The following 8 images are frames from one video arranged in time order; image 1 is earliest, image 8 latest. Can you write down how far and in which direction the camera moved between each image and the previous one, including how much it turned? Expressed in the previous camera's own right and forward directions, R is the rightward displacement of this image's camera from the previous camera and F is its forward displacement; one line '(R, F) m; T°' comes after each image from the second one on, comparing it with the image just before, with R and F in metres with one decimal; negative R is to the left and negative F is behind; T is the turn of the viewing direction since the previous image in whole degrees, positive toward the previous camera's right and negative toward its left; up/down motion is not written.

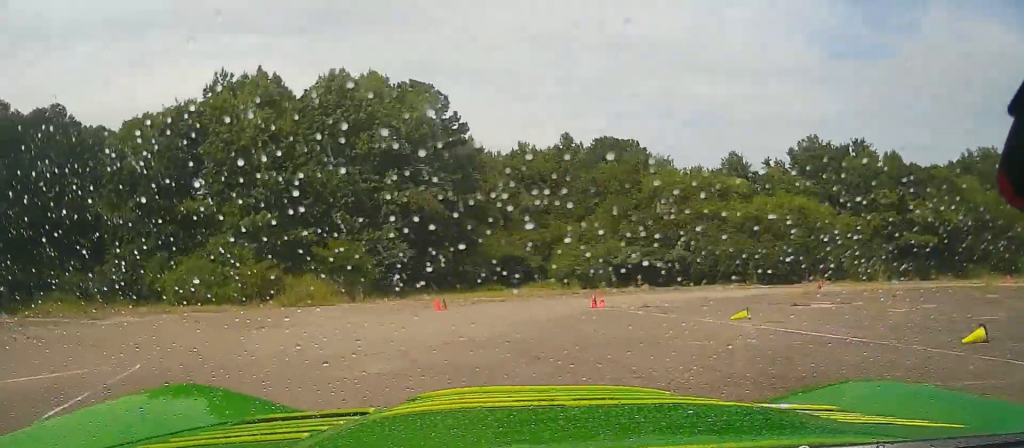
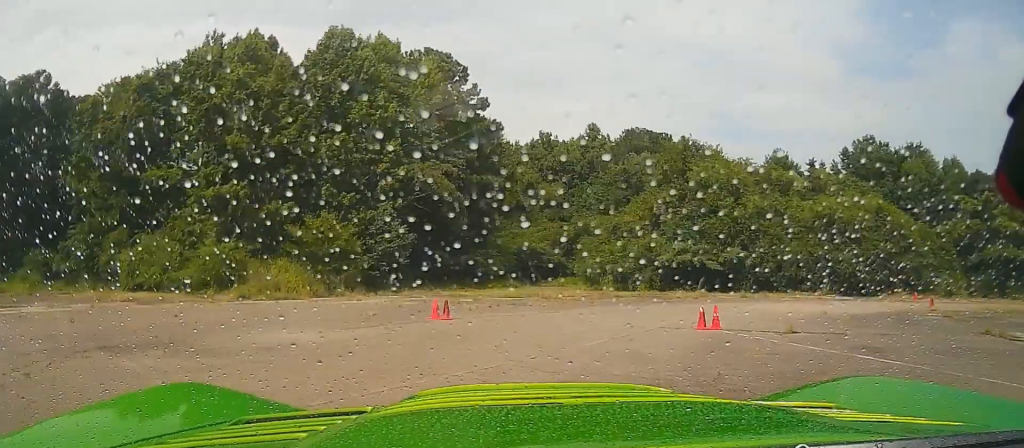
(-0.4, +9.5) m; +7°
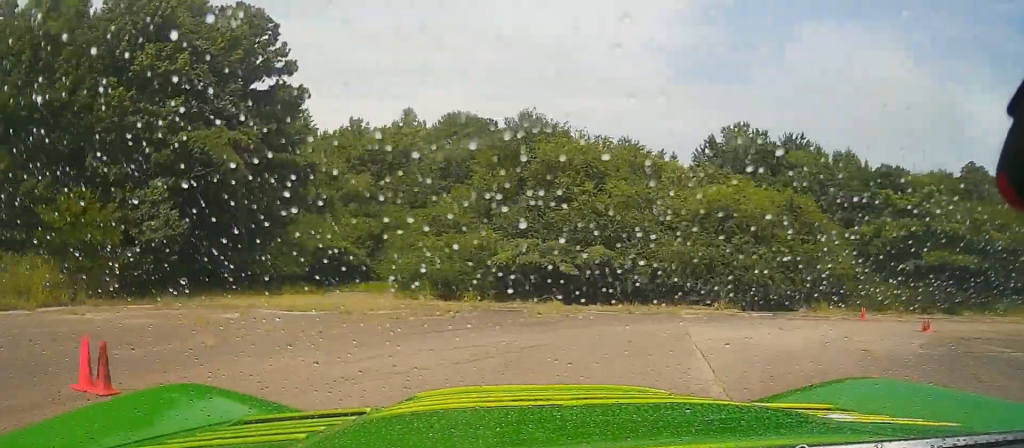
(+0.8, +10.7) m; +20°
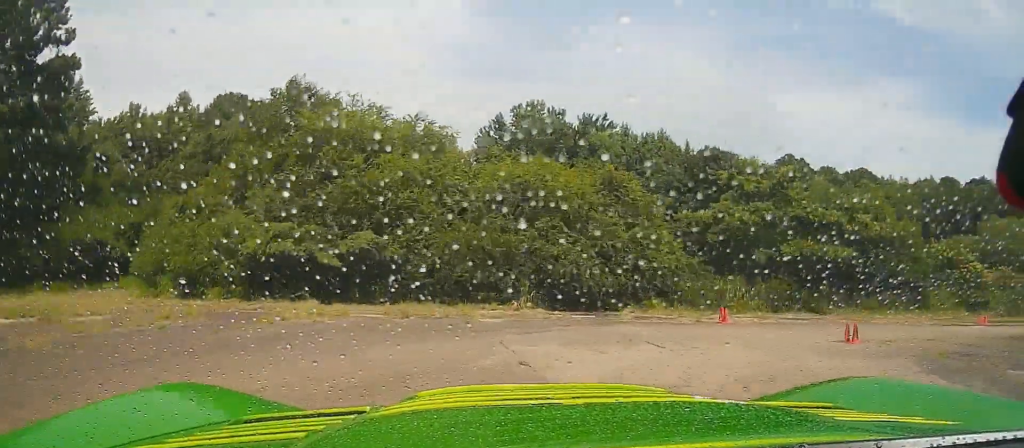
(+1.3, +7.3) m; +19°
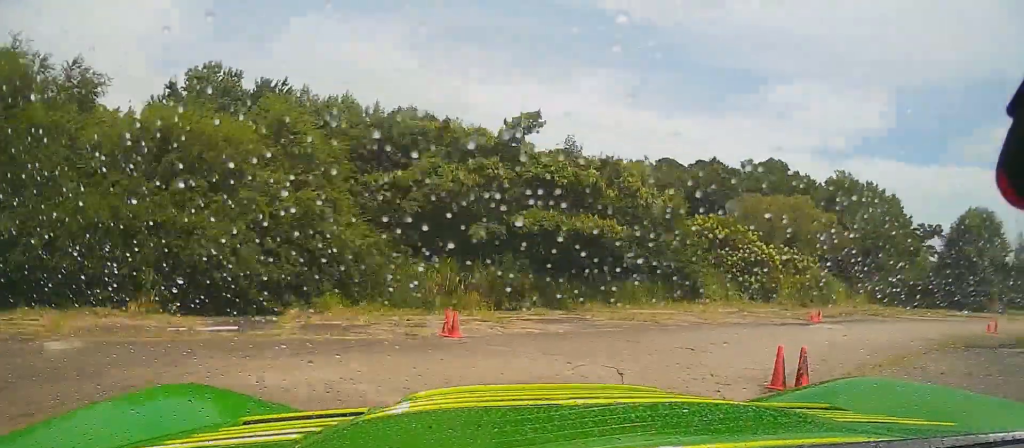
(+2.0, +9.0) m; +25°
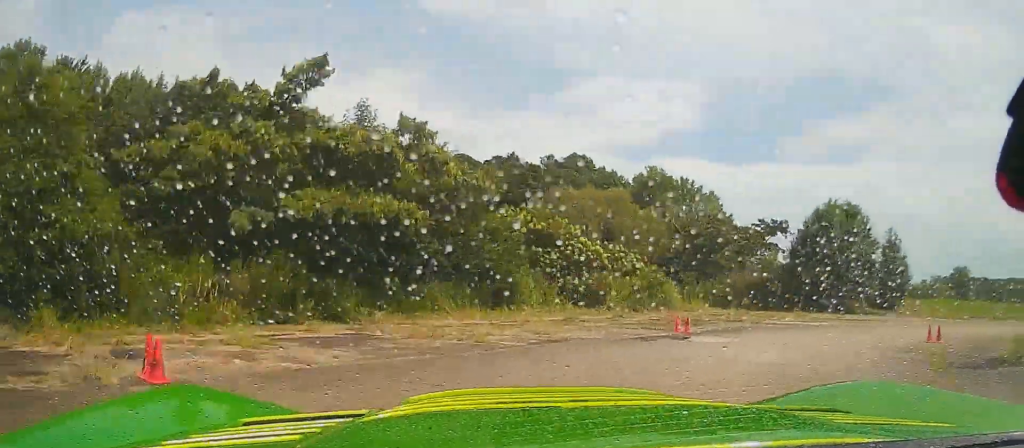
(+0.1, +6.0) m; +17°
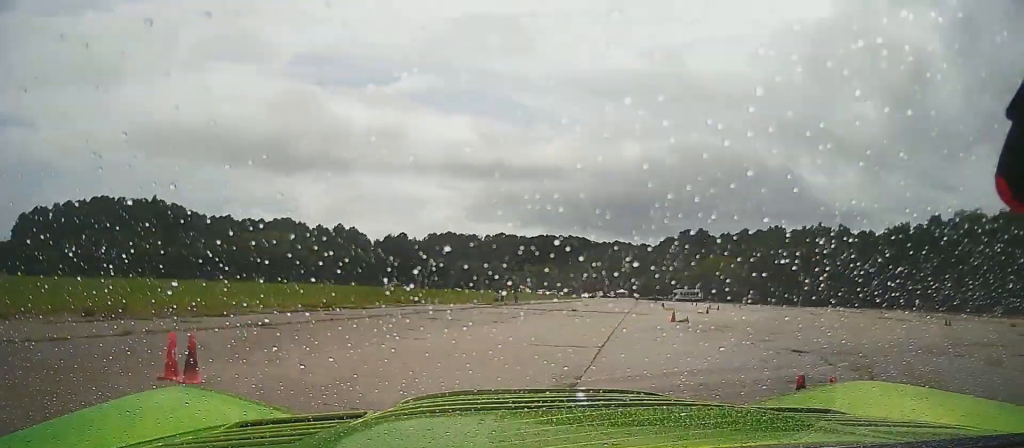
(+20.3, +25.0) m; +73°
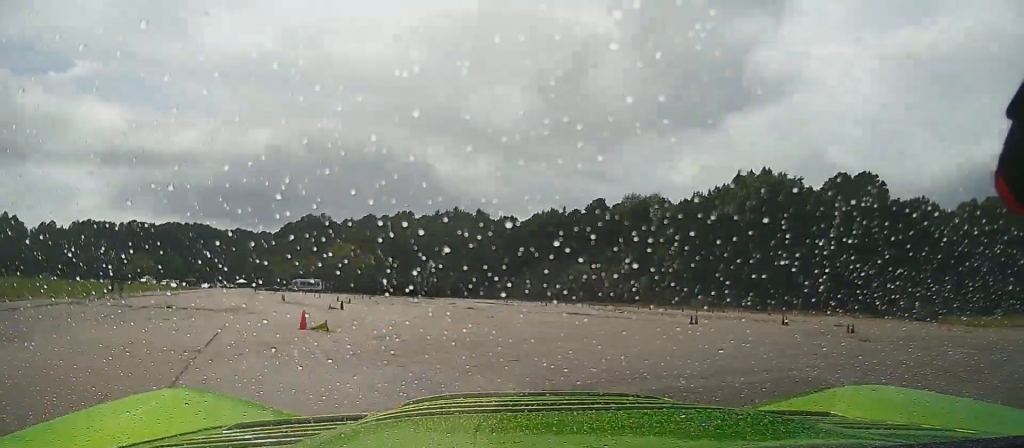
(-0.3, +8.4) m; +41°
